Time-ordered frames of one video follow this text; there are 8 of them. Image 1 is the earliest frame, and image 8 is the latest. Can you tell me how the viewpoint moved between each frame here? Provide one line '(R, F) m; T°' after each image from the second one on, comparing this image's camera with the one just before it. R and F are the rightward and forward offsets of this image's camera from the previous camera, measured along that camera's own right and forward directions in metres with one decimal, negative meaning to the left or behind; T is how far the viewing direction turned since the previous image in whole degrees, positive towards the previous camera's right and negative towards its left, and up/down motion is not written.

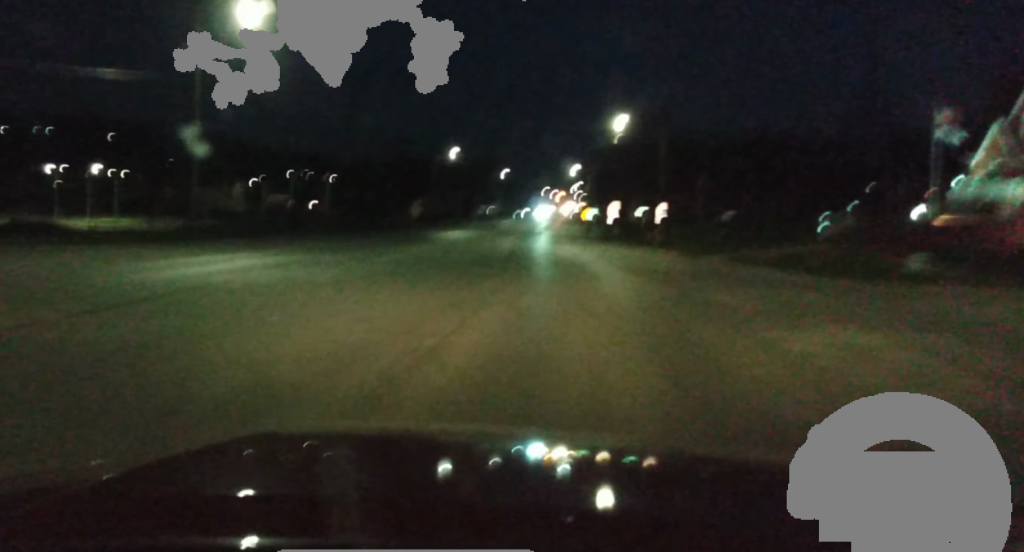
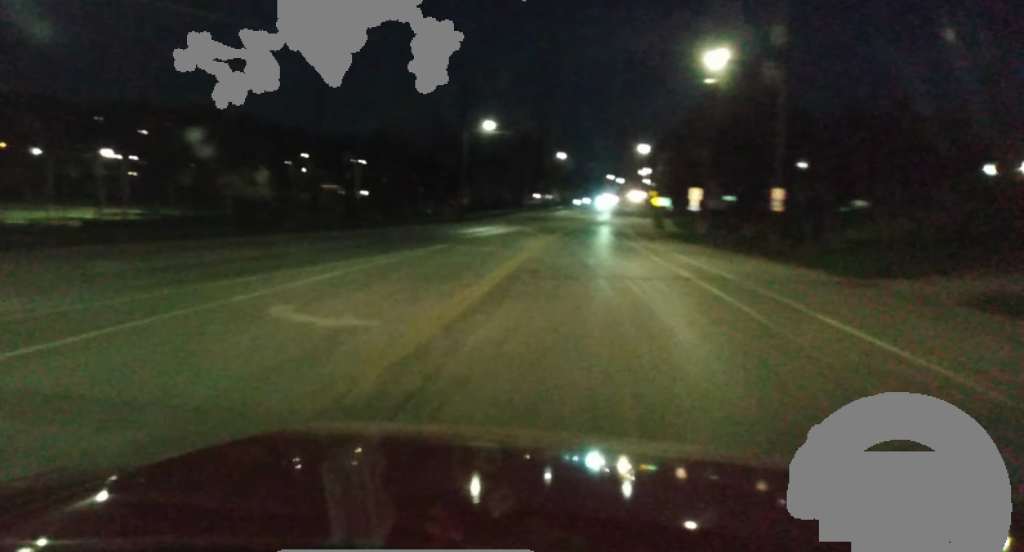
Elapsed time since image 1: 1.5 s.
(-1.4, +23.5) m; -5°
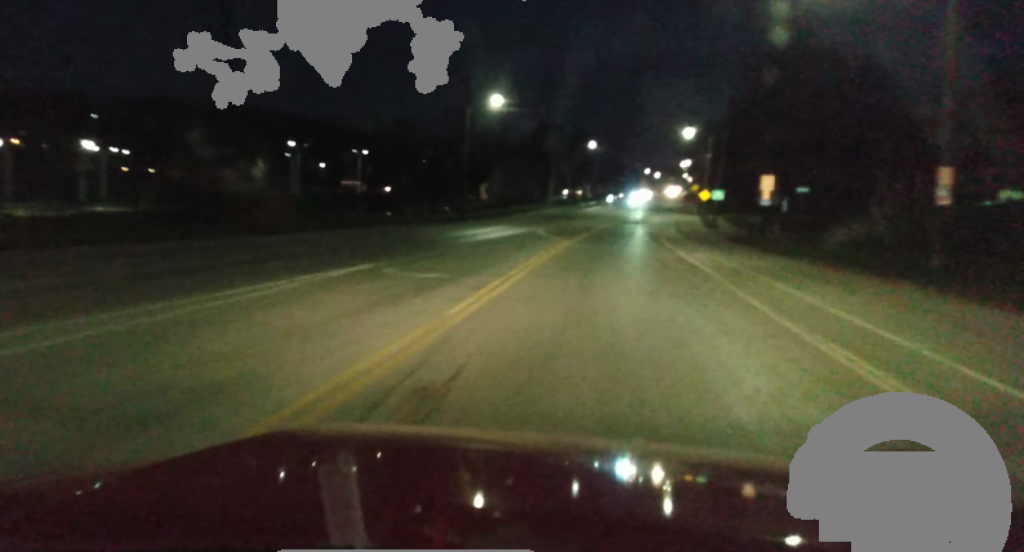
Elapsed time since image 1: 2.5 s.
(0.0, +17.1) m; -1°
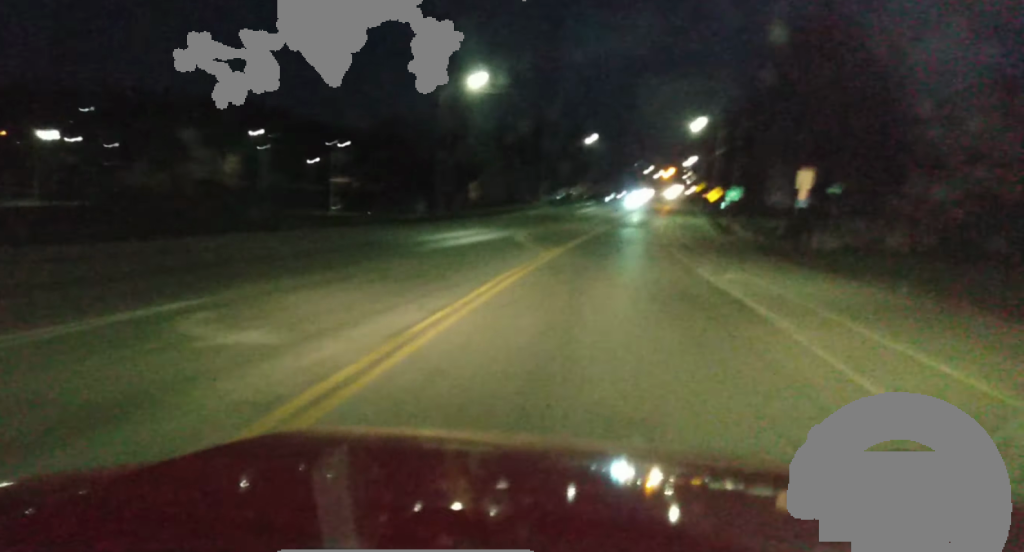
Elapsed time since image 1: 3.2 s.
(-0.3, +10.1) m; -1°
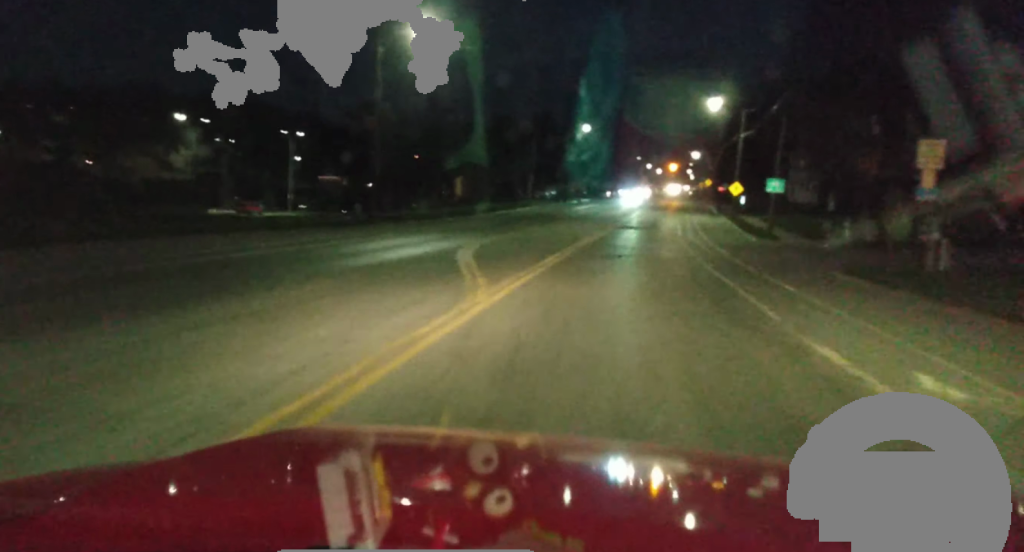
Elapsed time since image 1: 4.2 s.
(+0.1, +16.1) m; +2°
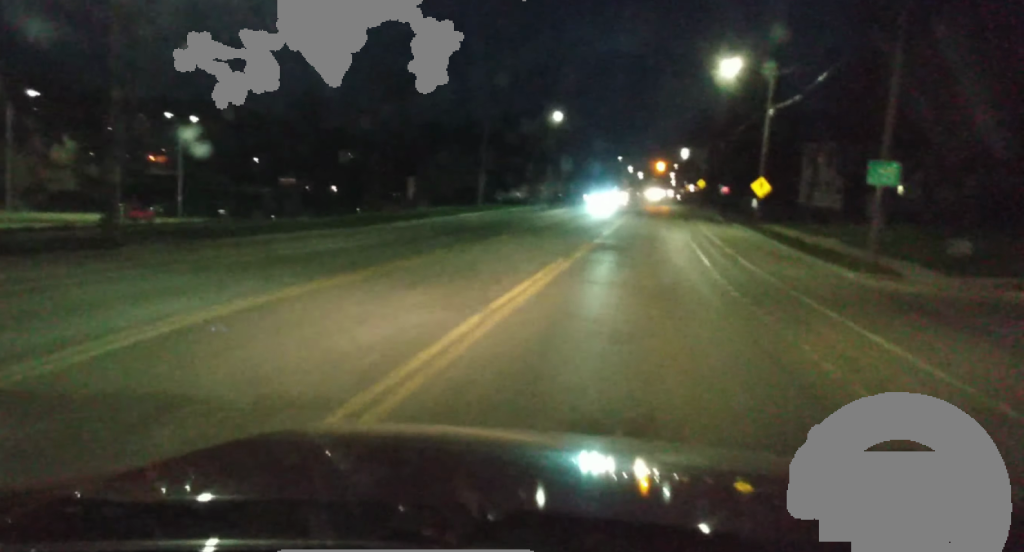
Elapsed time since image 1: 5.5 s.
(+0.5, +21.8) m; +2°
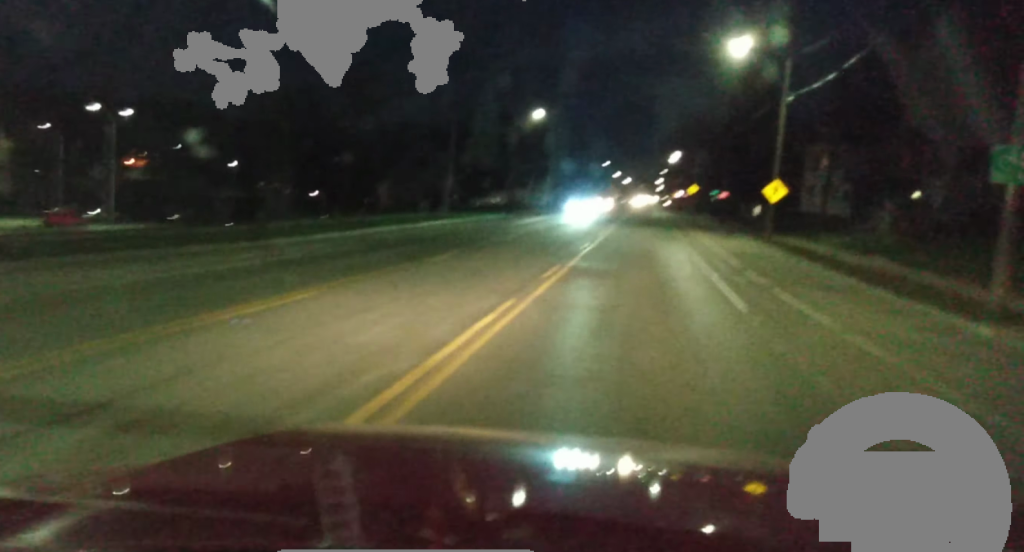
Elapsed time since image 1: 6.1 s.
(-0.1, +9.5) m; 0°
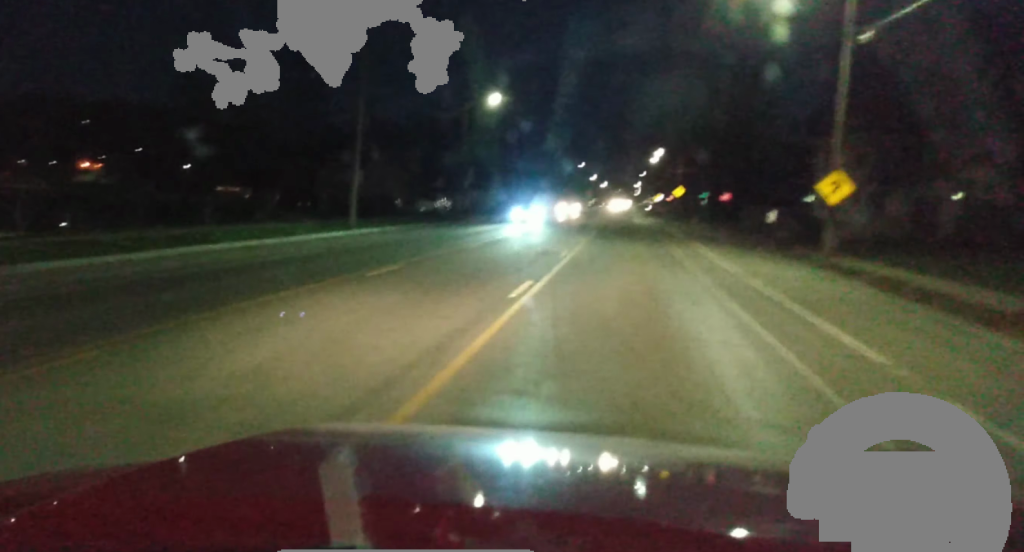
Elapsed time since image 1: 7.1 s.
(+0.1, +16.8) m; +1°
